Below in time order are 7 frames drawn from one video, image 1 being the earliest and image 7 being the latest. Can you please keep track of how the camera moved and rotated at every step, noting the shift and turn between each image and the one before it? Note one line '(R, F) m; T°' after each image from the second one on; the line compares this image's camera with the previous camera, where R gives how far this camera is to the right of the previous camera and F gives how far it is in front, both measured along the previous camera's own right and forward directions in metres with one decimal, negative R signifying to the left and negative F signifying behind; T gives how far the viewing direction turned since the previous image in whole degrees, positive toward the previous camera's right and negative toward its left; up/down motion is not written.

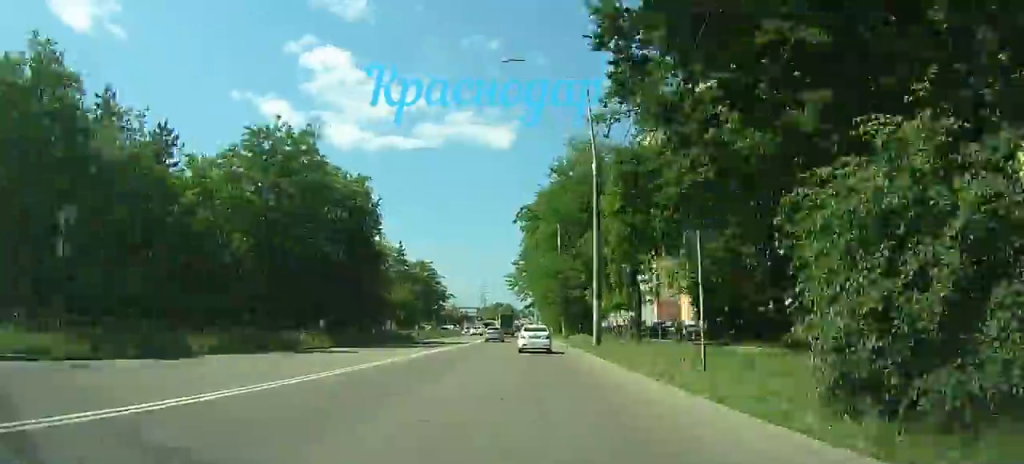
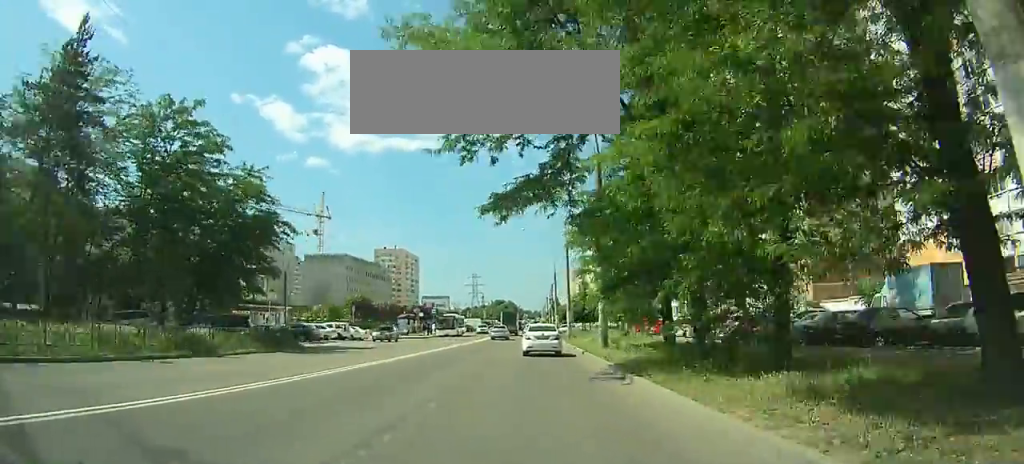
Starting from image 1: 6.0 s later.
(+0.9, +77.4) m; +1°
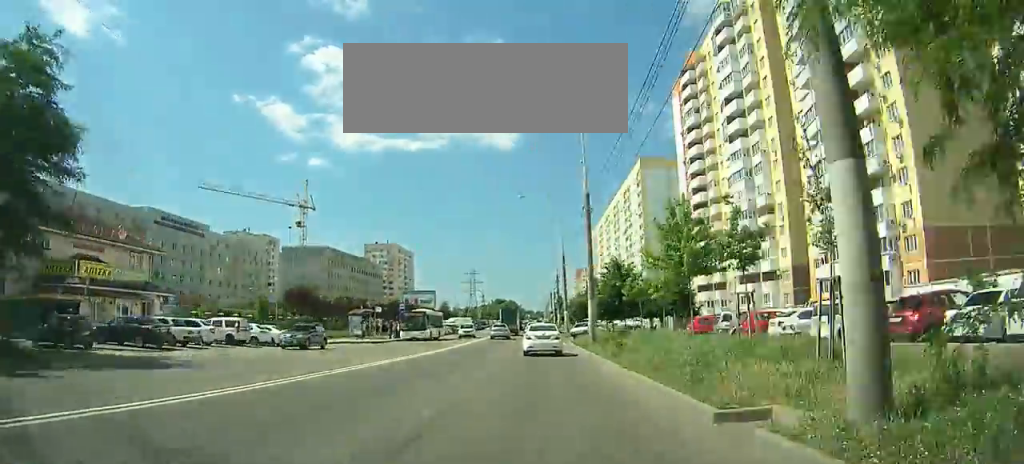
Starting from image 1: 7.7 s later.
(+0.1, +19.9) m; 0°
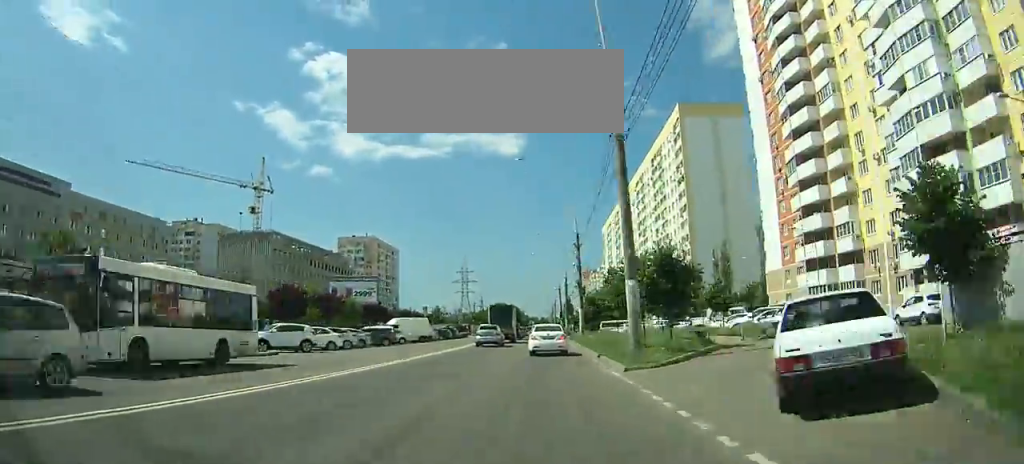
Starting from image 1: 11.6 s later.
(-0.6, +39.8) m; -1°
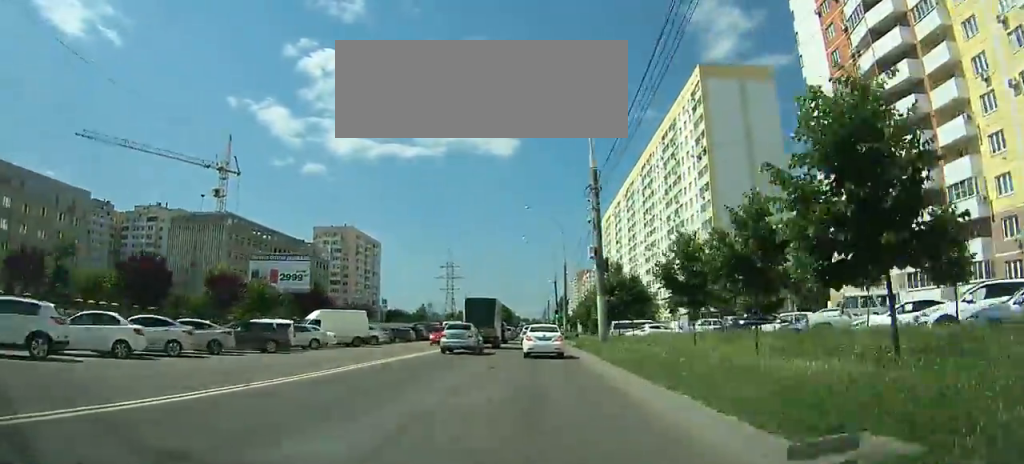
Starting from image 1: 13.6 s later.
(-0.3, +18.9) m; +1°
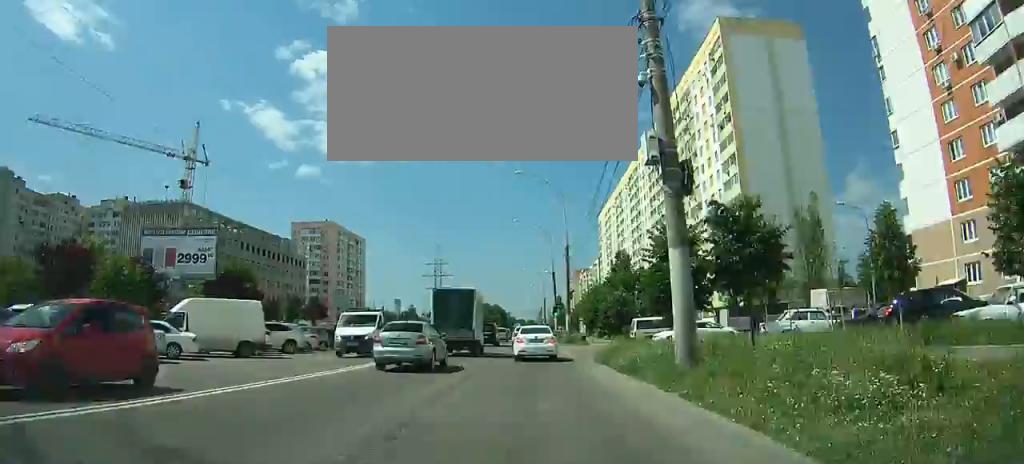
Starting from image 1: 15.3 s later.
(+0.6, +15.8) m; +1°
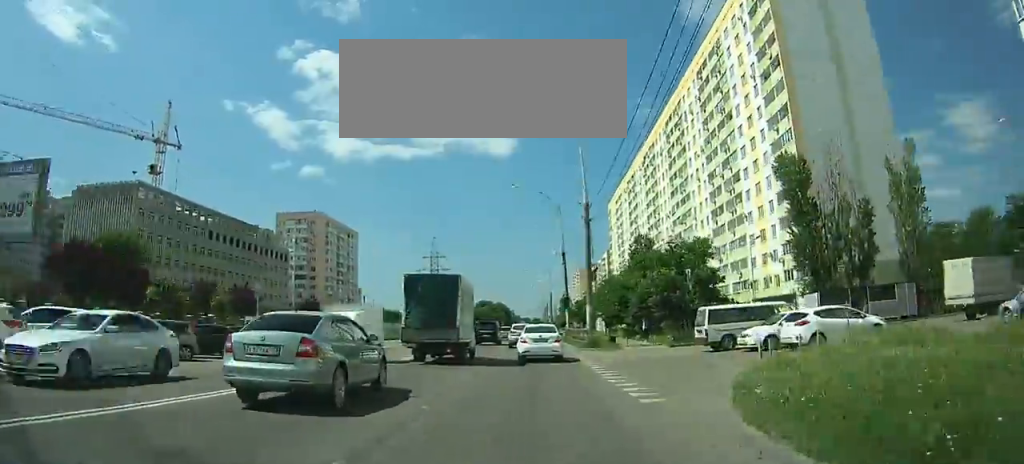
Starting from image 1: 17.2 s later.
(+0.3, +17.5) m; +1°
